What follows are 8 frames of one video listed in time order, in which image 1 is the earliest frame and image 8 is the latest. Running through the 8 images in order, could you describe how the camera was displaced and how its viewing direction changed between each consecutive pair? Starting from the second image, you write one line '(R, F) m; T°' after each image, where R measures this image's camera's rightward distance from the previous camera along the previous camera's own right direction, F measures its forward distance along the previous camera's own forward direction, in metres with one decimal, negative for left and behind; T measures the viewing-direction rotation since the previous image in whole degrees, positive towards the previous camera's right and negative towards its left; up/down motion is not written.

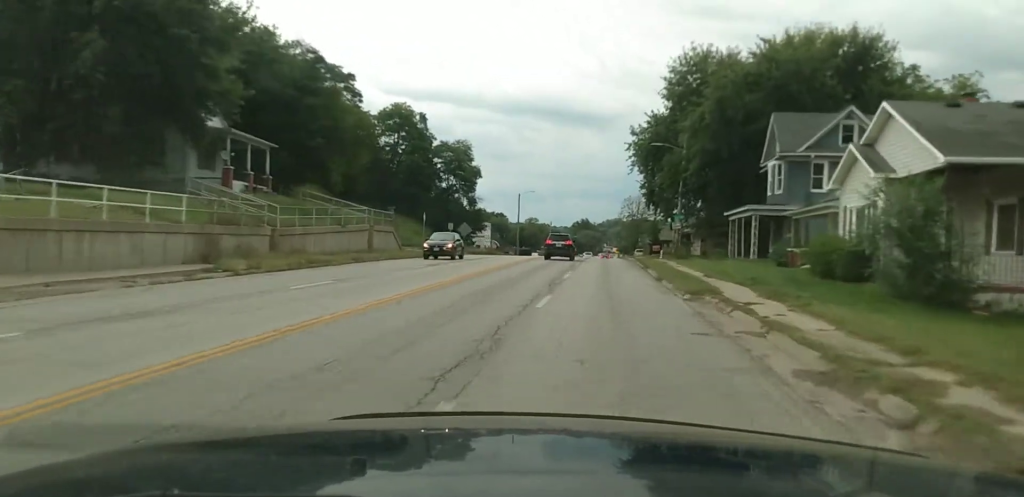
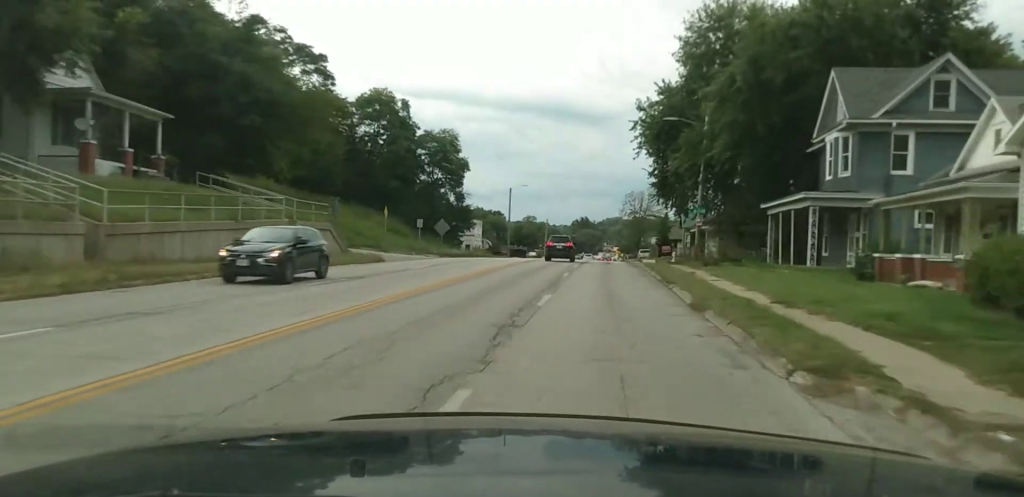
(+0.2, +11.2) m; +1°
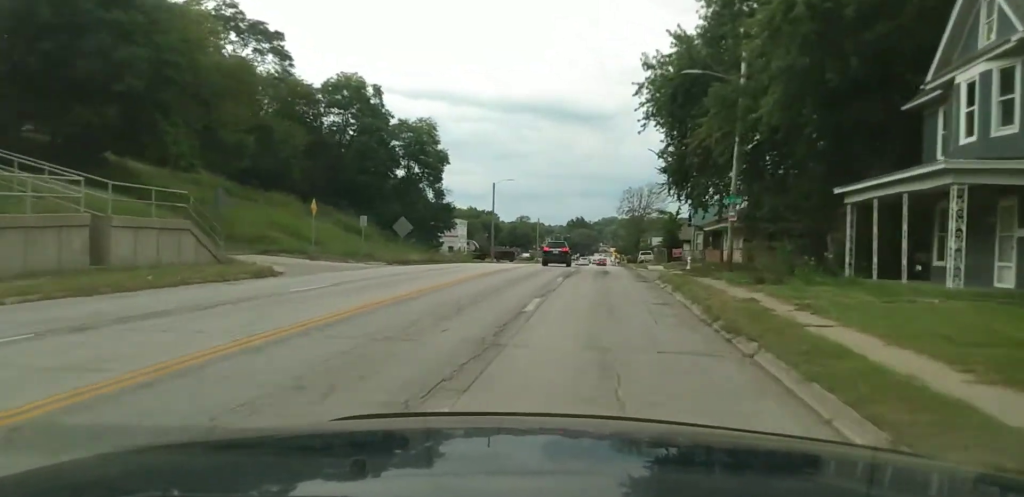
(+0.1, +12.9) m; +1°
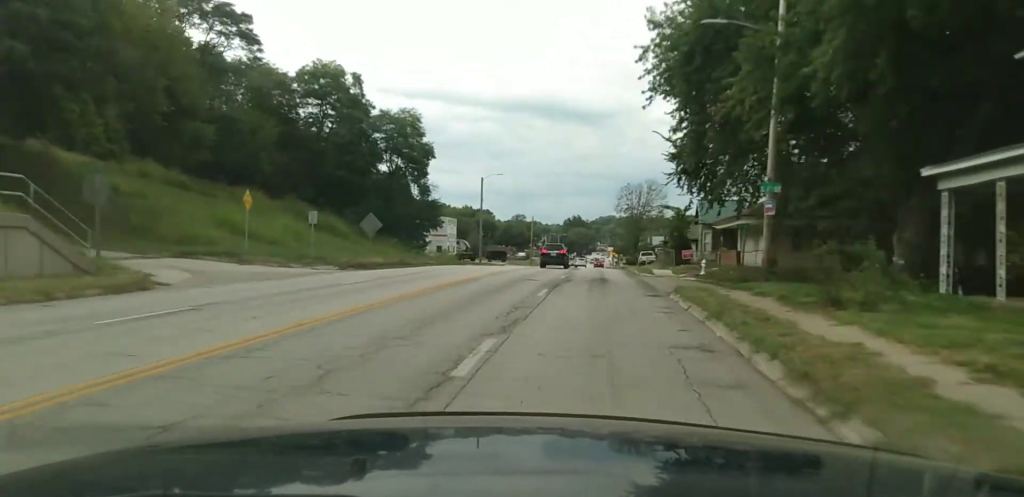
(0.0, +6.9) m; 0°
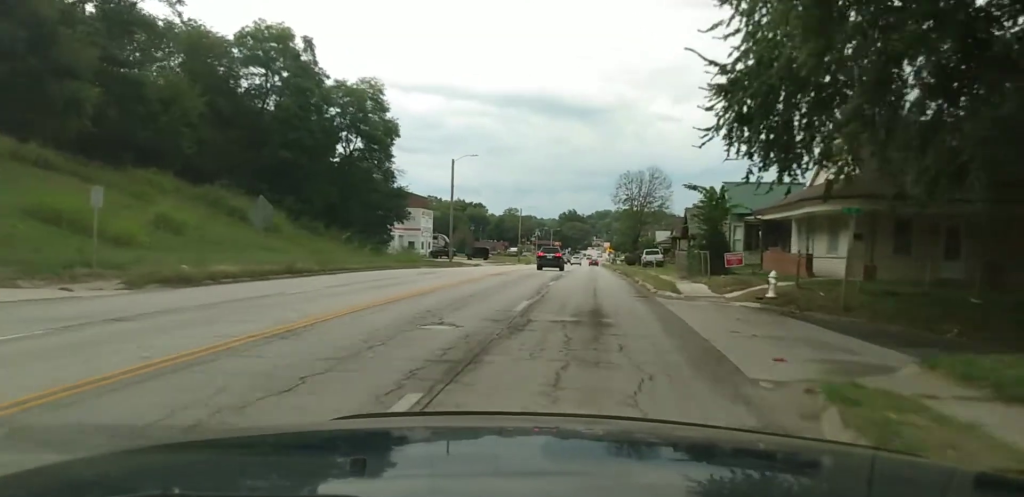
(+0.1, +16.6) m; 0°
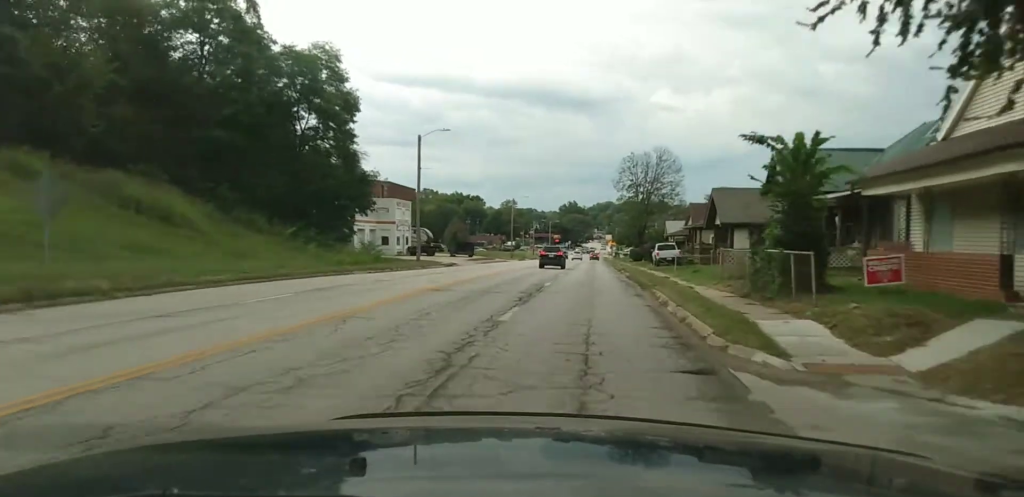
(-0.1, +14.0) m; -1°
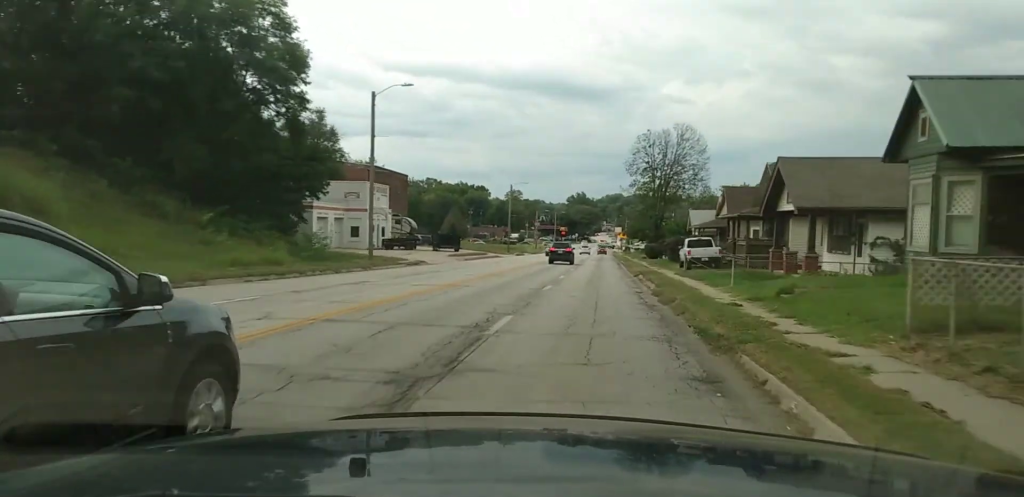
(-0.1, +14.2) m; -1°
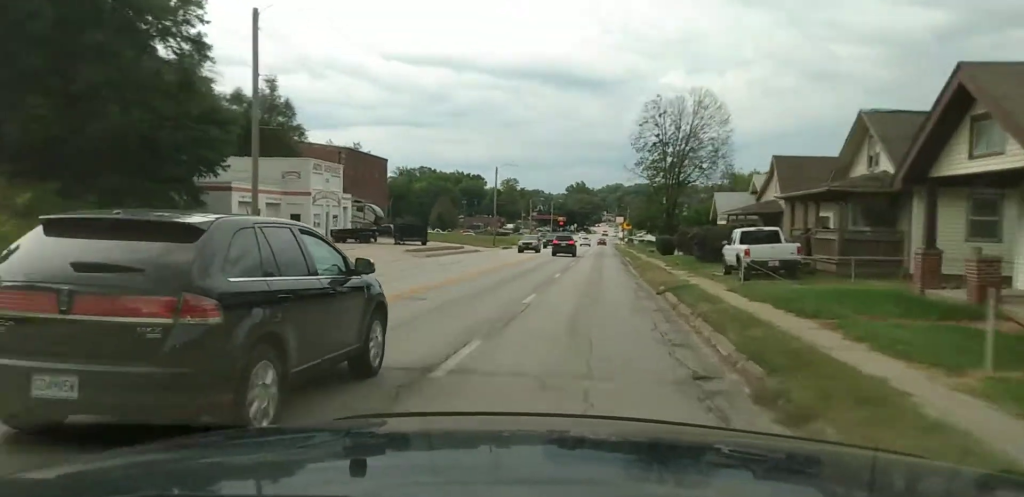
(-0.1, +16.5) m; -1°
